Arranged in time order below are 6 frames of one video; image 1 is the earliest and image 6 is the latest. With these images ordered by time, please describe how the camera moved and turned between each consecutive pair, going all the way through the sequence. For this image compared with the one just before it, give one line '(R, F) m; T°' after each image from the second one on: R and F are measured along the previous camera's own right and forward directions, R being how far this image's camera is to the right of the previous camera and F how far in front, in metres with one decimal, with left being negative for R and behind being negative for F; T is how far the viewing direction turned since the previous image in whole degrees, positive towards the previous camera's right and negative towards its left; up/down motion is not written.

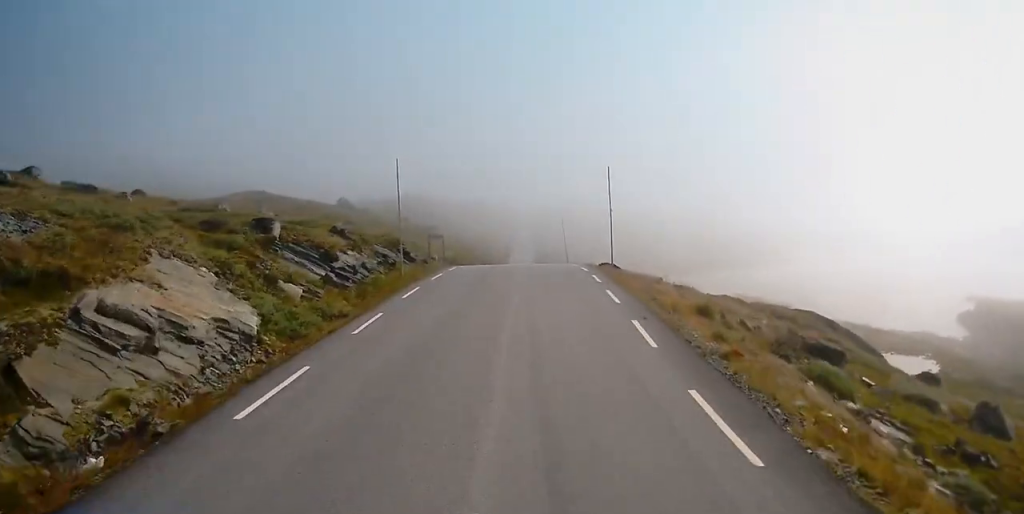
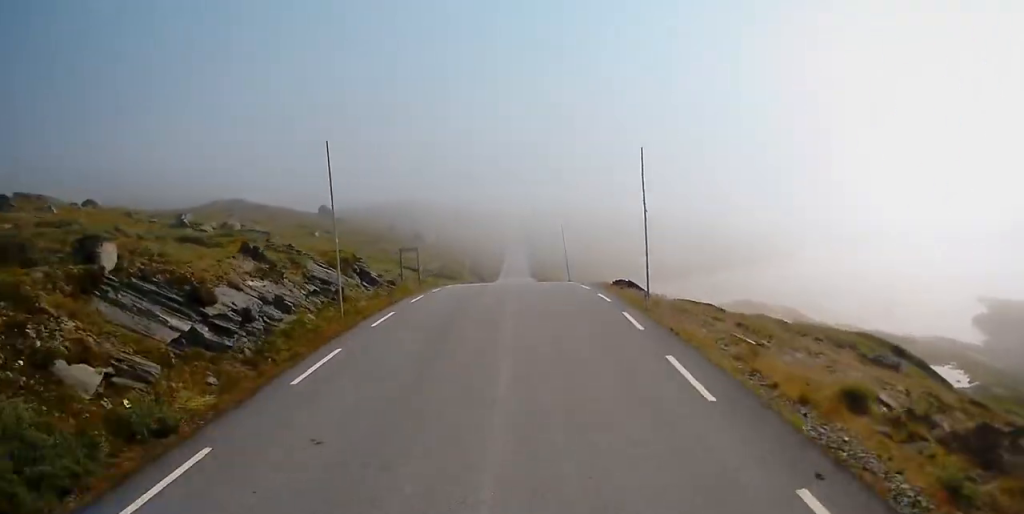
(-0.4, +9.7) m; -1°
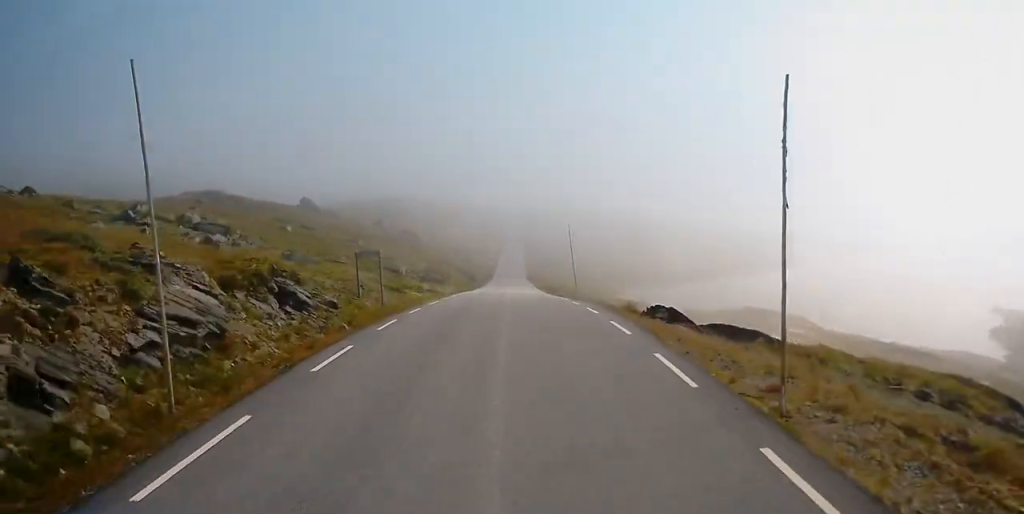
(+0.3, +10.5) m; +3°
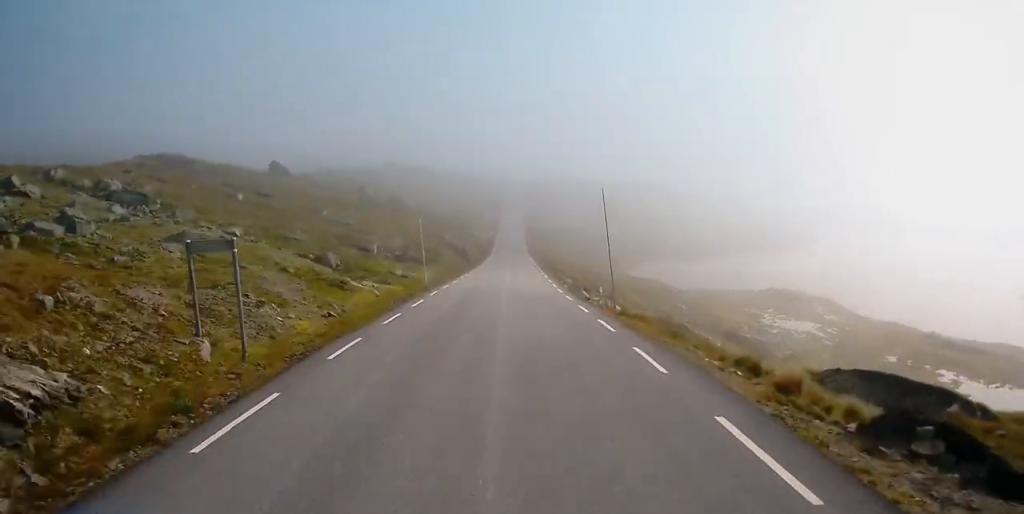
(-0.2, +16.6) m; -2°
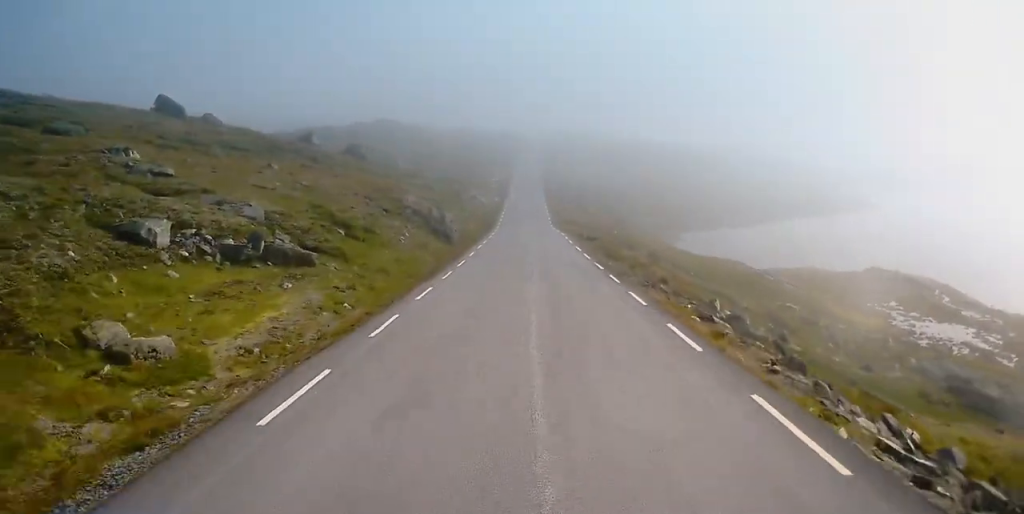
(-0.4, +42.4) m; +1°
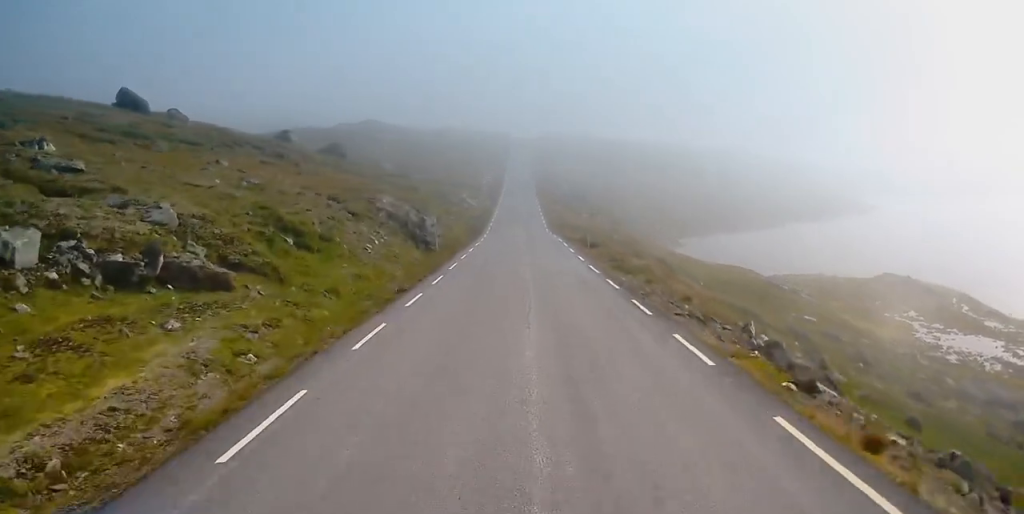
(+0.3, +7.3) m; 0°
